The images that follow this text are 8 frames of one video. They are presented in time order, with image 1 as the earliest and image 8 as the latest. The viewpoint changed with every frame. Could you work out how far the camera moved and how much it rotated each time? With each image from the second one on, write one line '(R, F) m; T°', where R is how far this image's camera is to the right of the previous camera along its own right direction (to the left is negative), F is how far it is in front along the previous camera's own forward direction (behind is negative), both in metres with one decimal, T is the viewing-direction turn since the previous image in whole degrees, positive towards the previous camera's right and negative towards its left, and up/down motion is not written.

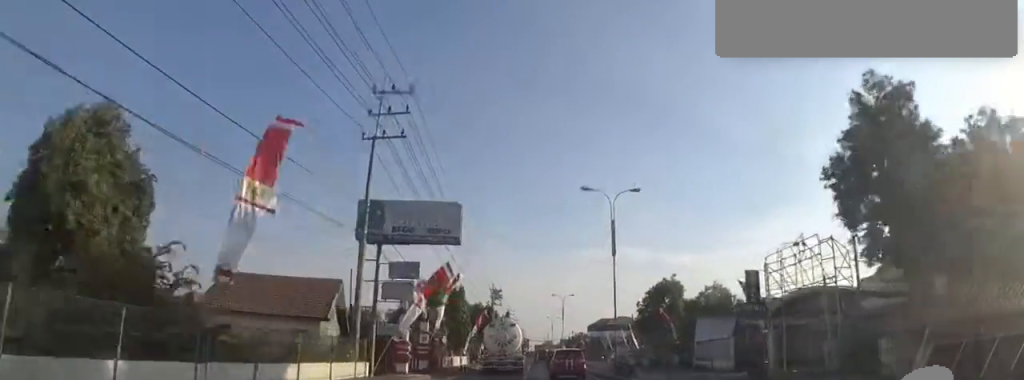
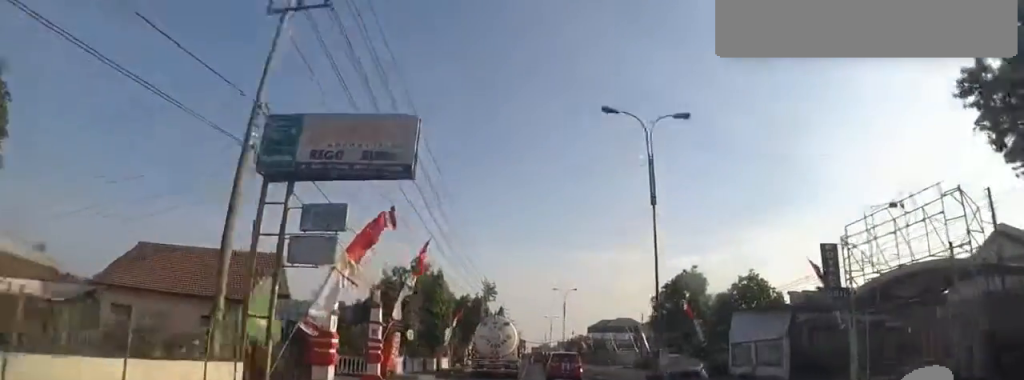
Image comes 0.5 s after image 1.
(+0.1, +8.7) m; +1°
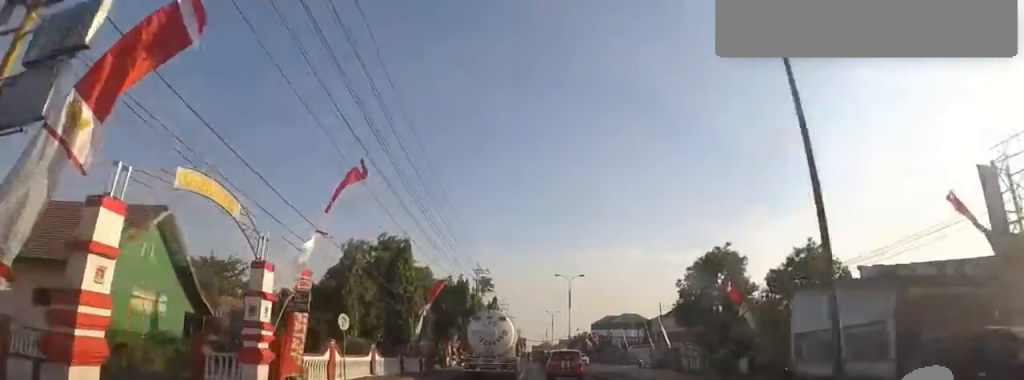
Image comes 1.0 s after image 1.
(0.0, +9.1) m; 0°
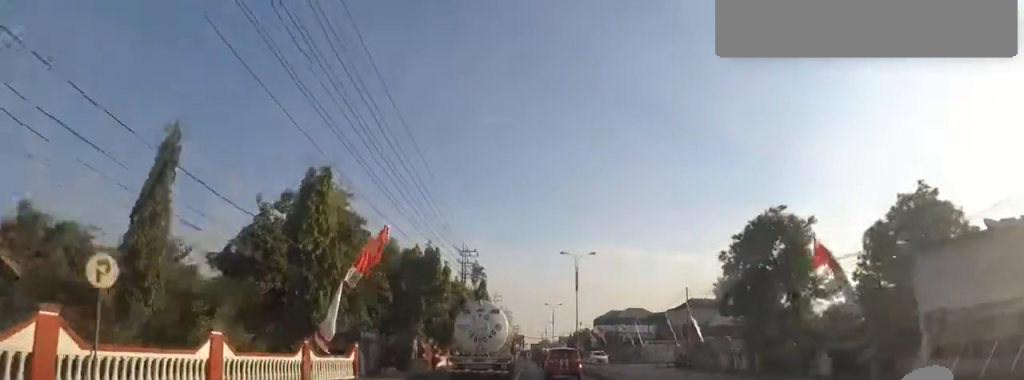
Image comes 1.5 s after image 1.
(0.0, +10.2) m; 0°
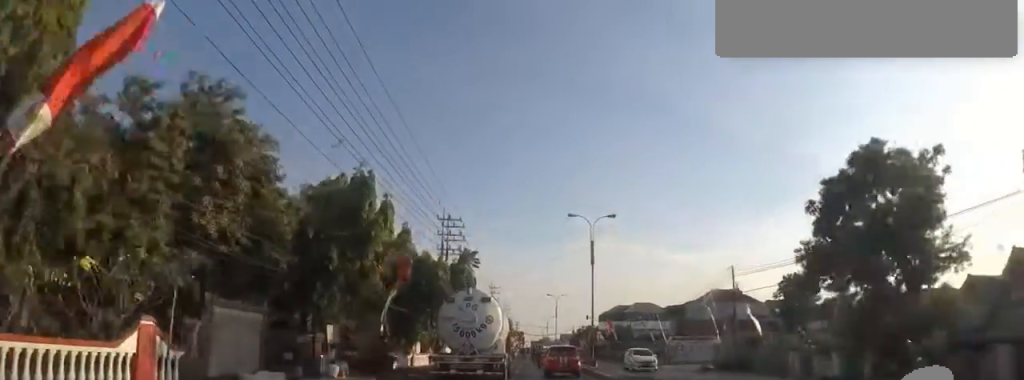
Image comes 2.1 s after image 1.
(+0.1, +10.6) m; -3°
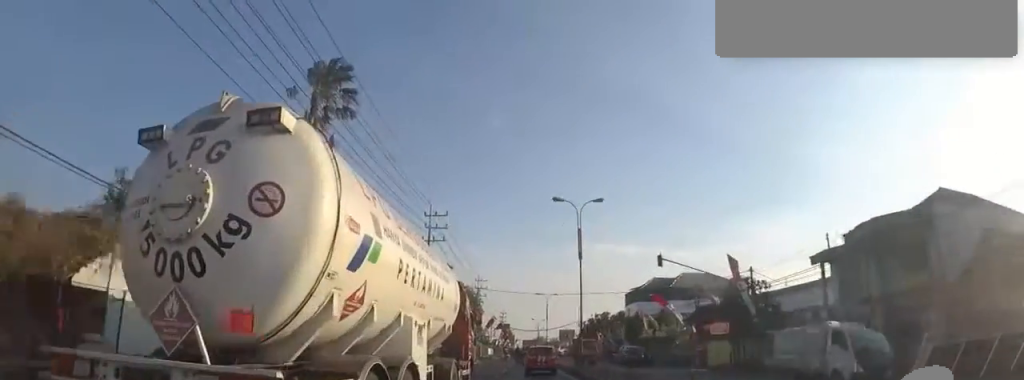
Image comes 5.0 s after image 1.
(-0.7, +46.8) m; 0°
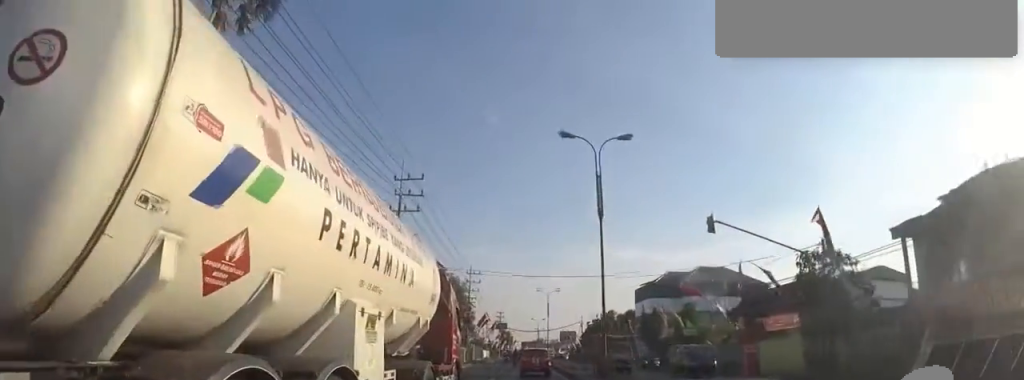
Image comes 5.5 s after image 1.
(-0.1, +8.6) m; 0°
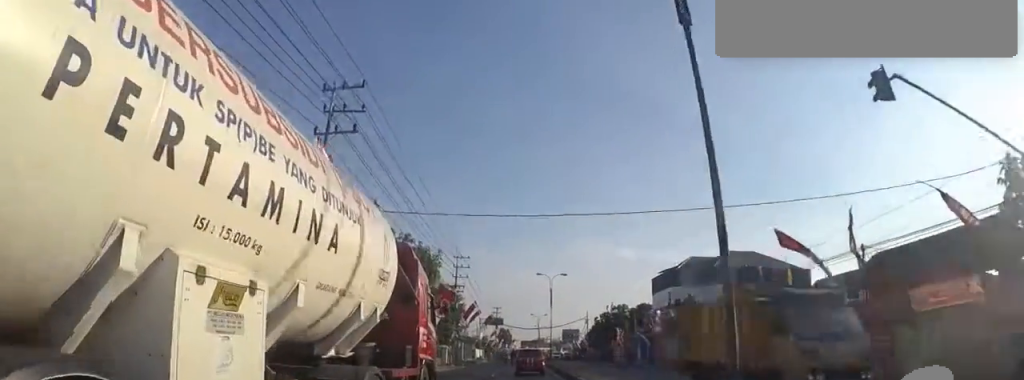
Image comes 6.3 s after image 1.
(-0.1, +11.1) m; +4°
